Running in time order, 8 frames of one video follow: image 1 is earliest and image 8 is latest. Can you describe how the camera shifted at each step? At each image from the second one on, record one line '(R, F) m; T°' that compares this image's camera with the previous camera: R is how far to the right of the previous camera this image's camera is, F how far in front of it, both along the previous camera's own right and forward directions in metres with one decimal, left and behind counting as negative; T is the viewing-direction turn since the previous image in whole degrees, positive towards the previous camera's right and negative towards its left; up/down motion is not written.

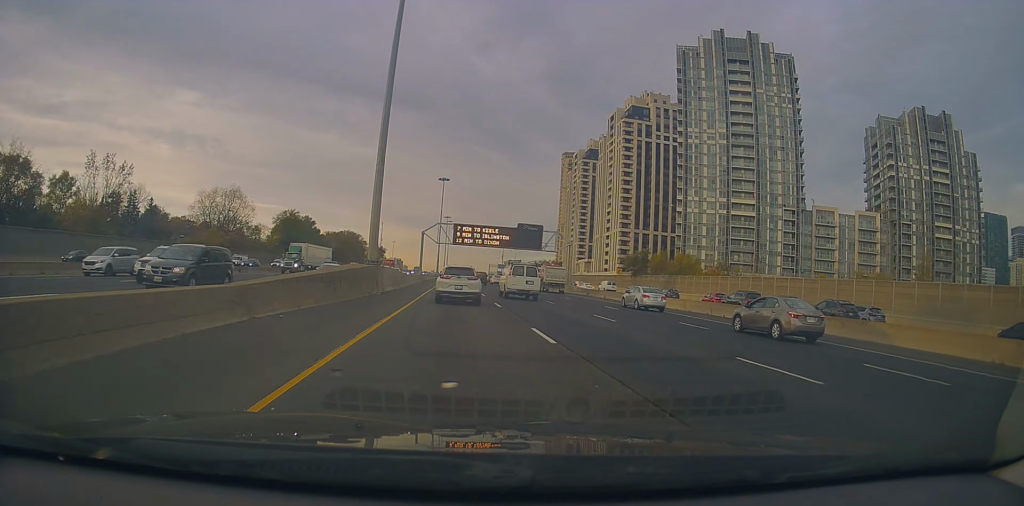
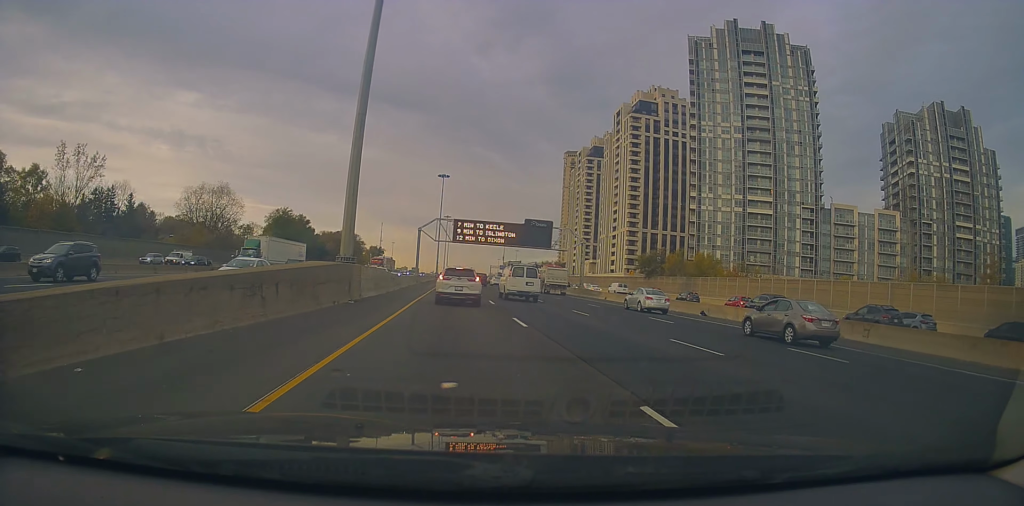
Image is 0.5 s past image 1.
(-0.1, +8.1) m; 0°
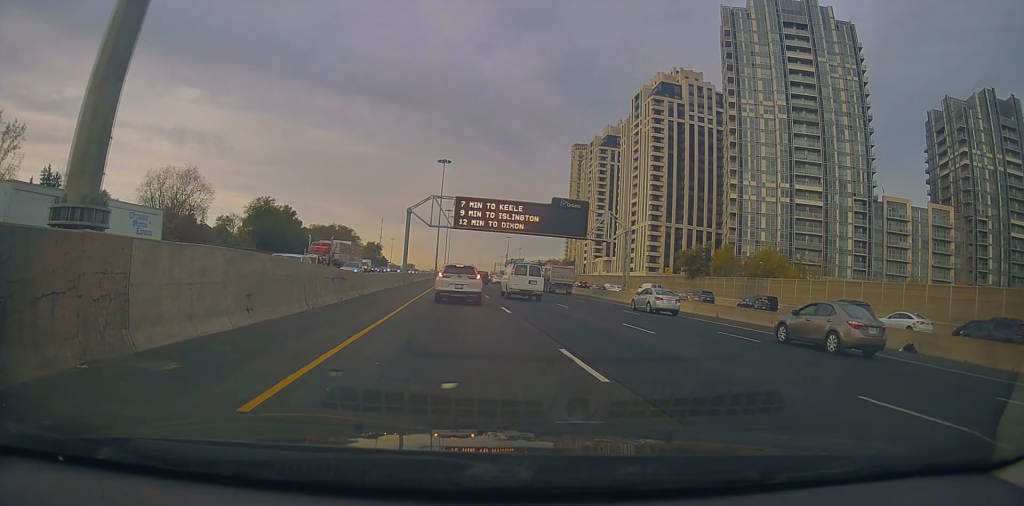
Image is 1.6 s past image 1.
(-0.1, +20.0) m; 0°
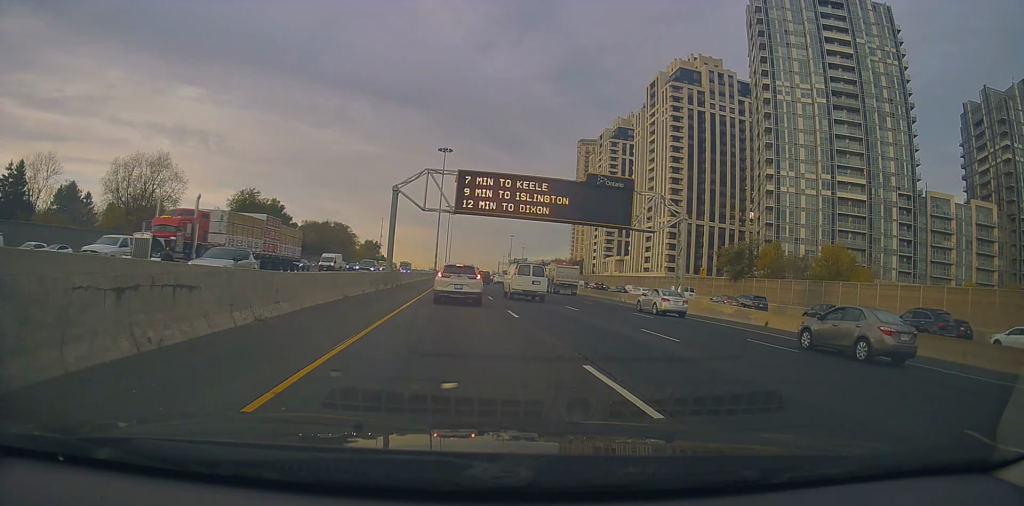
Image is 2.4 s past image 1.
(0.0, +14.3) m; -1°
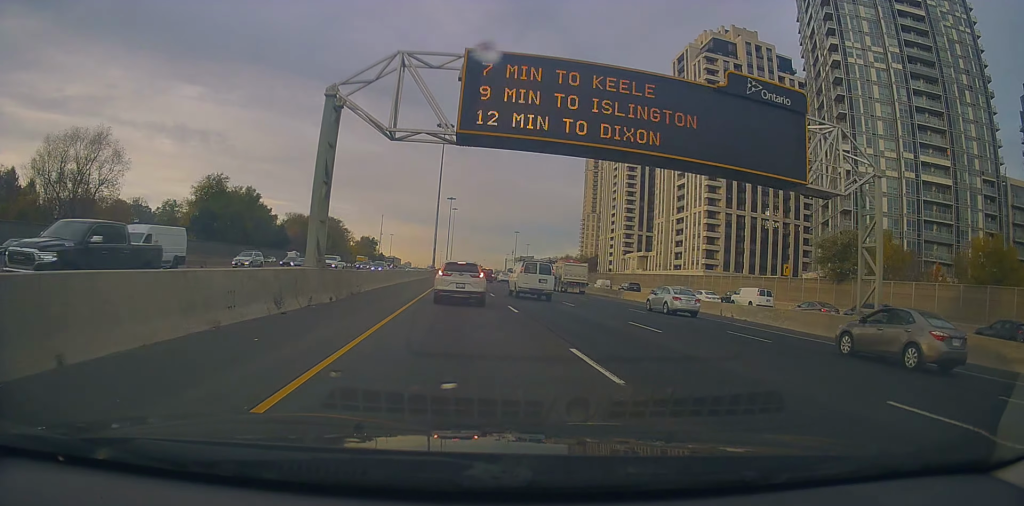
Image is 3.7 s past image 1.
(-0.5, +23.3) m; -2°
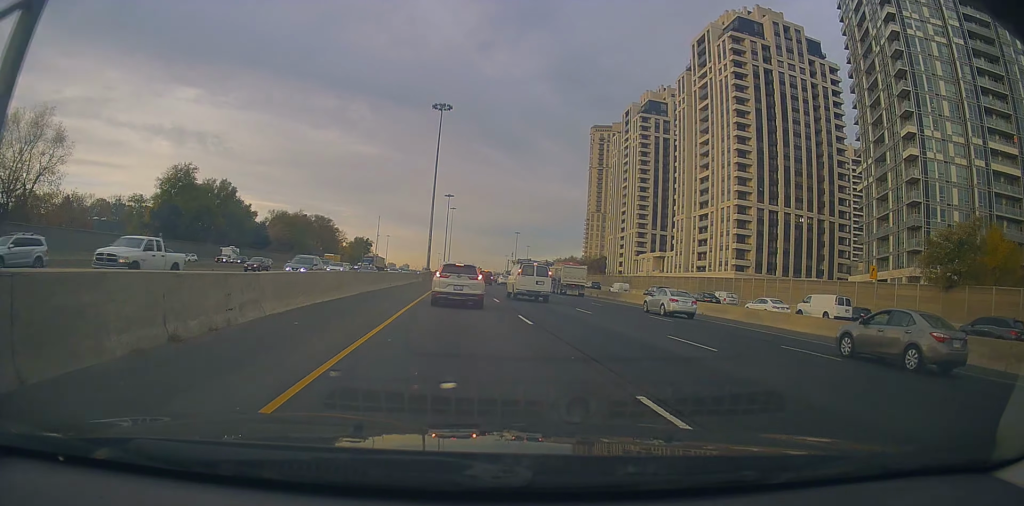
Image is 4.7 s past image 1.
(0.0, +17.2) m; +2°
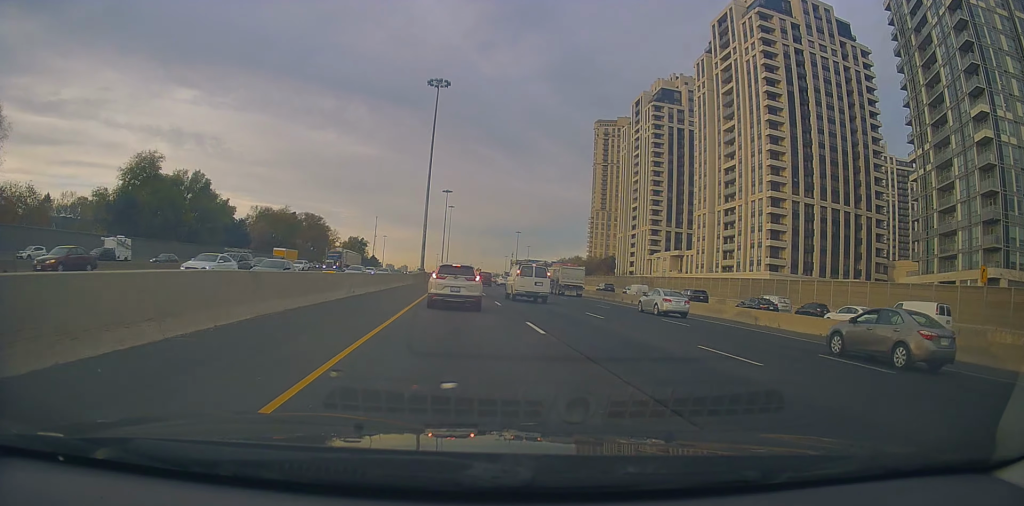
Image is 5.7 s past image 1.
(+0.4, +14.3) m; 0°
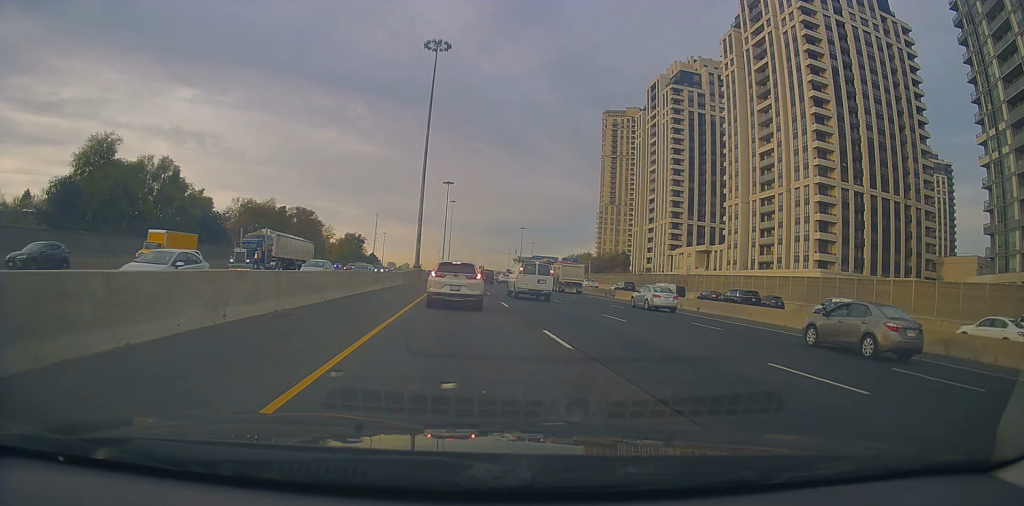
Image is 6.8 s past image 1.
(-0.4, +16.2) m; 0°
